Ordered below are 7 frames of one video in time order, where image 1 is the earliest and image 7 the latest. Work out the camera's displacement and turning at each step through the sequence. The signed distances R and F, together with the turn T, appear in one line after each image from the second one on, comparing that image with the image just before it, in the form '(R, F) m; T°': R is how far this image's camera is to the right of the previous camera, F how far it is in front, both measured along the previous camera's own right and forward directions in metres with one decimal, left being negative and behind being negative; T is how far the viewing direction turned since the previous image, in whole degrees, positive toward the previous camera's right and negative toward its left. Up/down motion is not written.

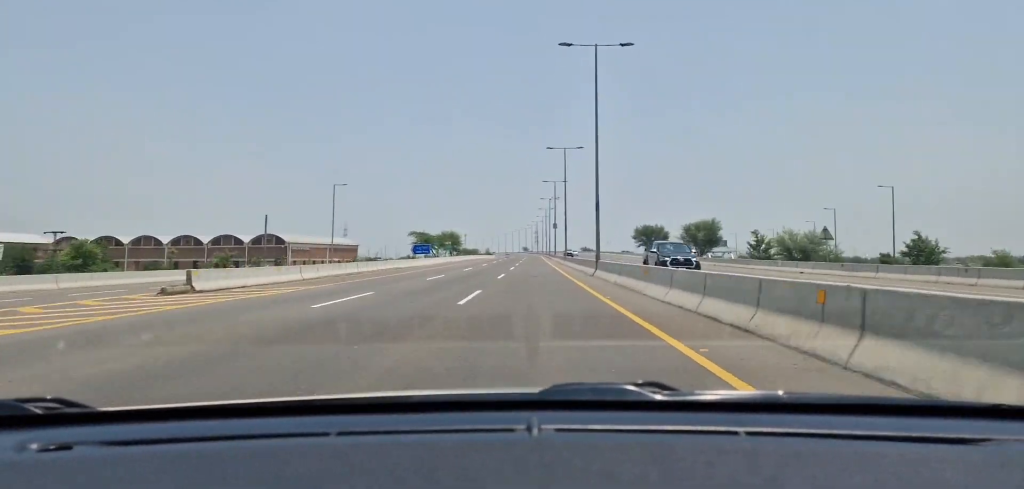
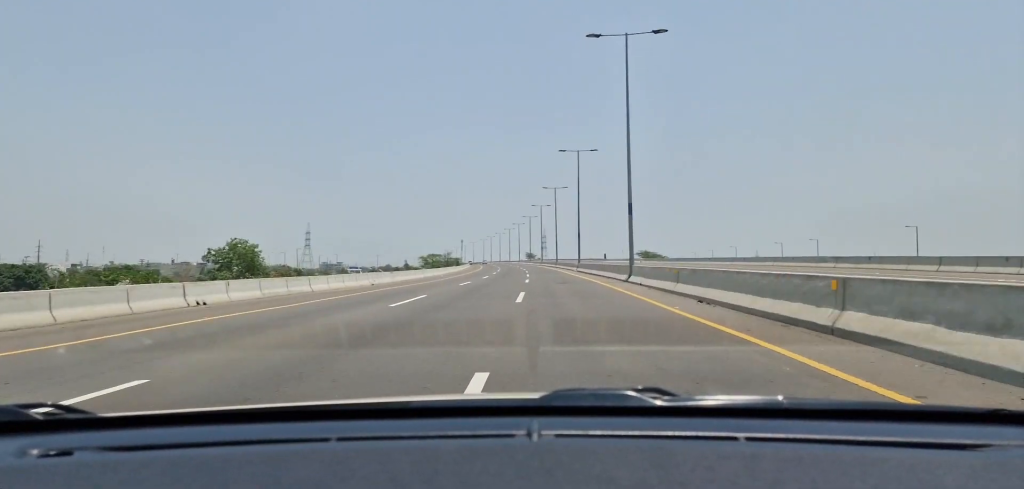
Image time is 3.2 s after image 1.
(+0.1, +142.1) m; -1°
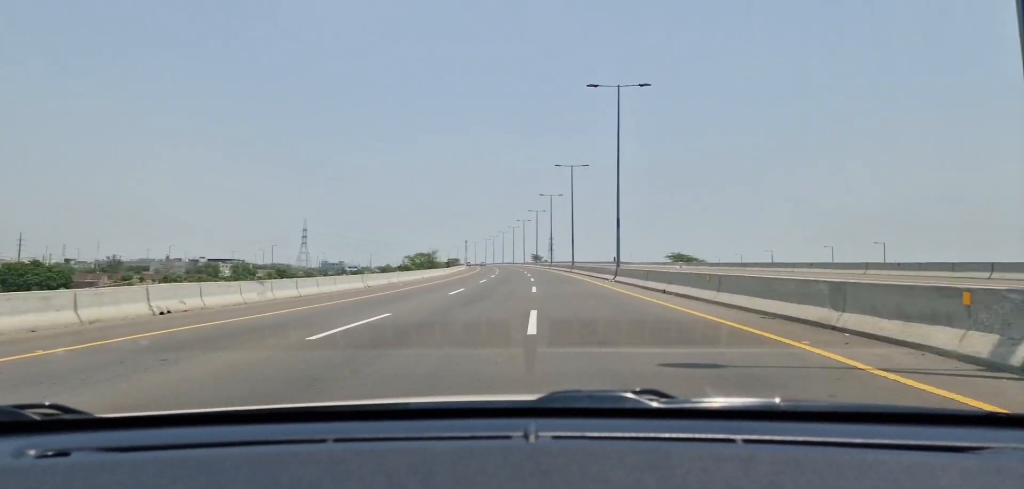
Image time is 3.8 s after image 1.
(0.0, +26.1) m; 0°
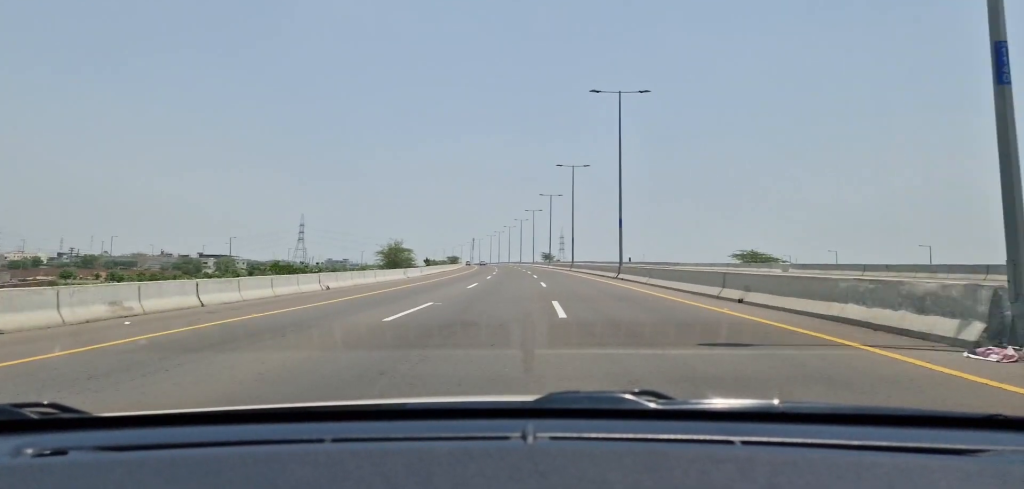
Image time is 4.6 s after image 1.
(-0.2, +33.2) m; -1°
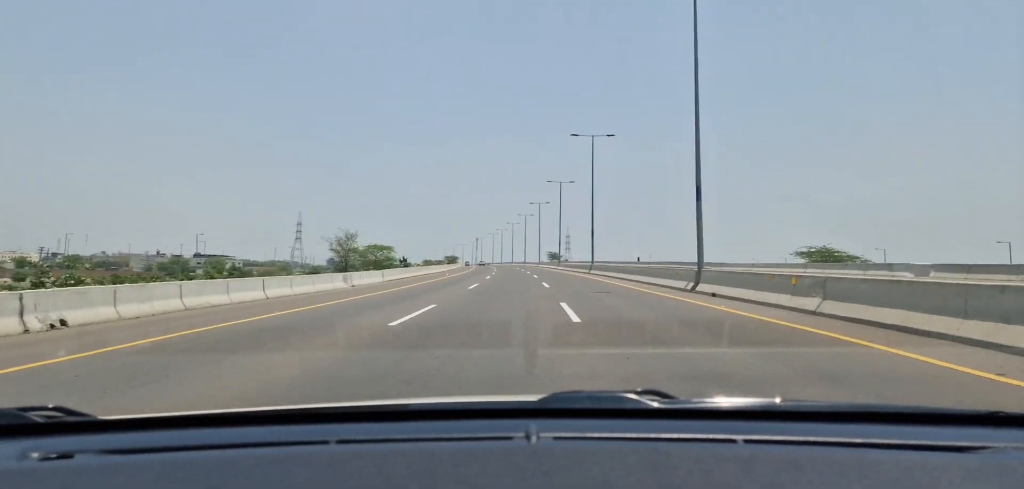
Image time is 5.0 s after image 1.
(-0.1, +18.0) m; -1°
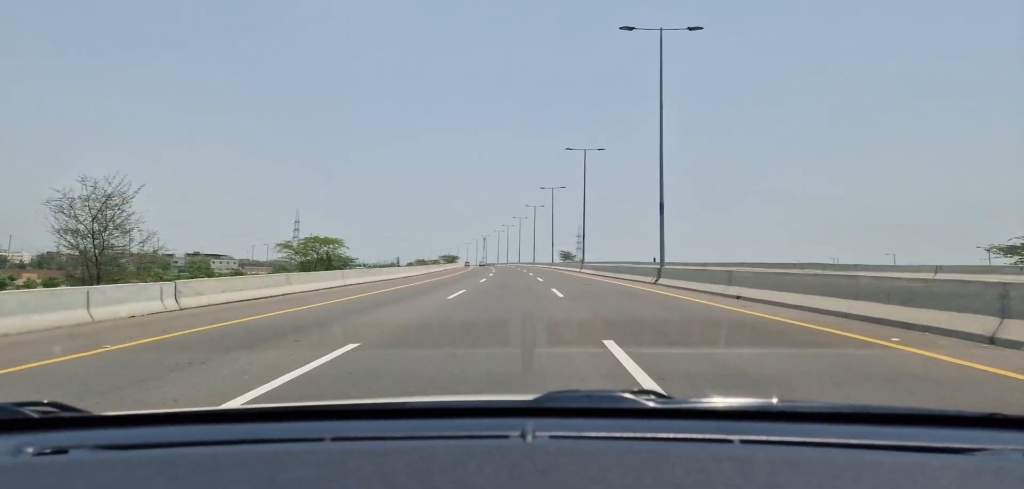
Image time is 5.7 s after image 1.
(-0.3, +27.4) m; -1°
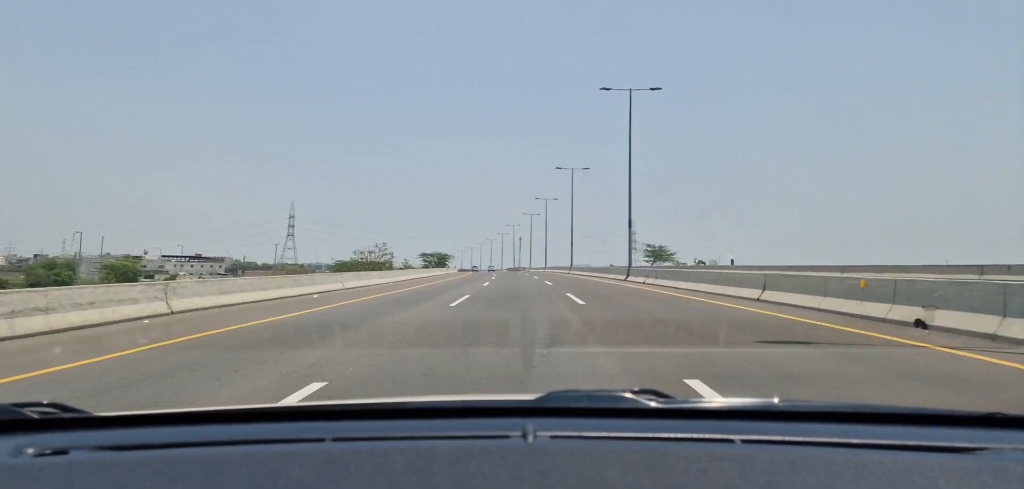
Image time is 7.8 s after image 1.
(-3.5, +92.9) m; -4°
